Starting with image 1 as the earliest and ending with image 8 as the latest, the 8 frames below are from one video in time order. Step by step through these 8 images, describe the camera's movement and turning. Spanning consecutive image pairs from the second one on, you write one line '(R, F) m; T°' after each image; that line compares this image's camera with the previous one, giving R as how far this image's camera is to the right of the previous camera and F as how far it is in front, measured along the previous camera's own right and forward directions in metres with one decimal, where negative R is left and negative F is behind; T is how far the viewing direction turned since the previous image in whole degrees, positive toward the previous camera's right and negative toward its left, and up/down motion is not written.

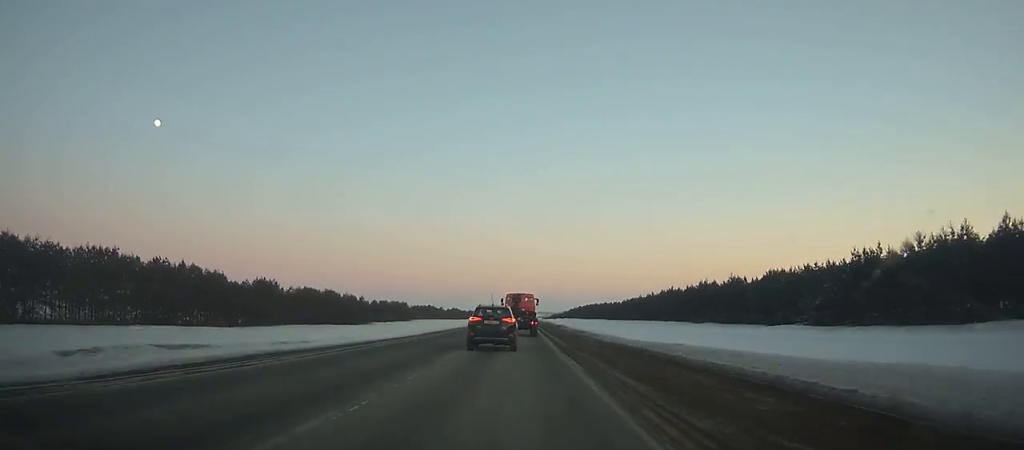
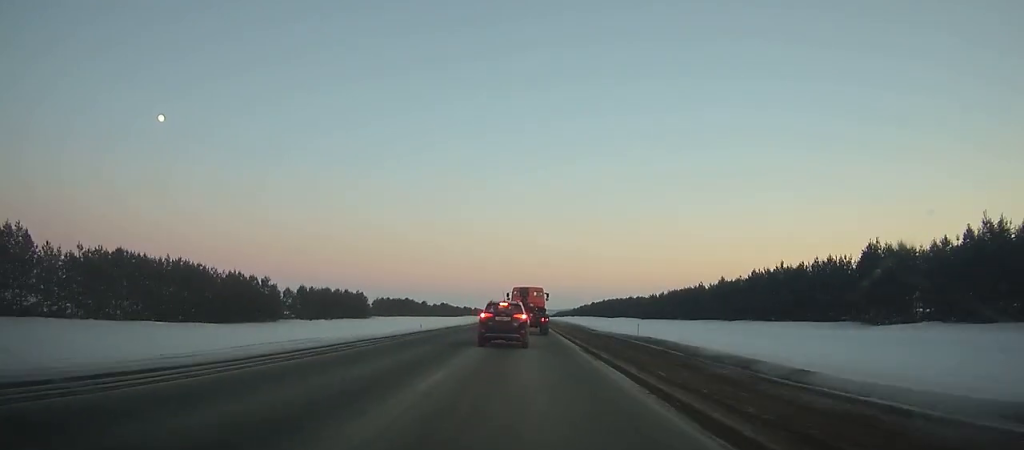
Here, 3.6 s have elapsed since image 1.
(-0.5, +67.6) m; 0°
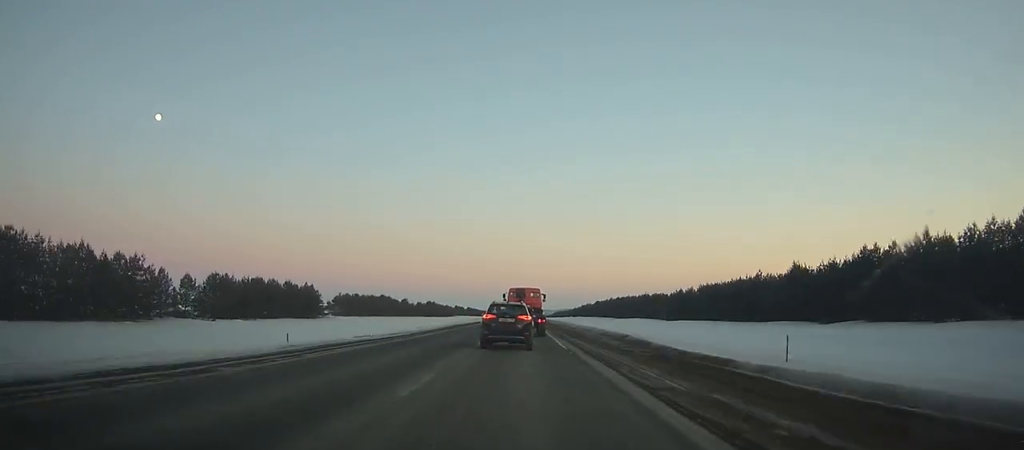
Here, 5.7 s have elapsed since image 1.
(+0.2, +36.8) m; 0°
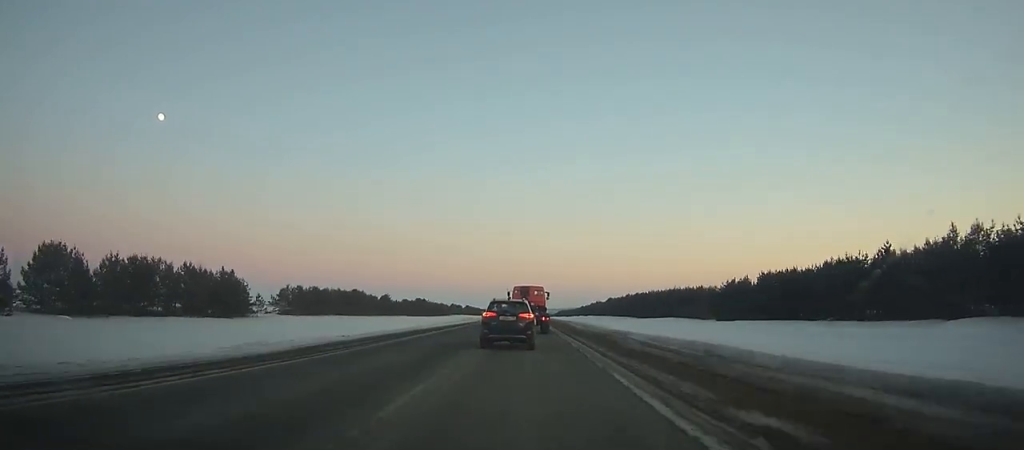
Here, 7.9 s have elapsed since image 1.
(+0.1, +37.6) m; 0°
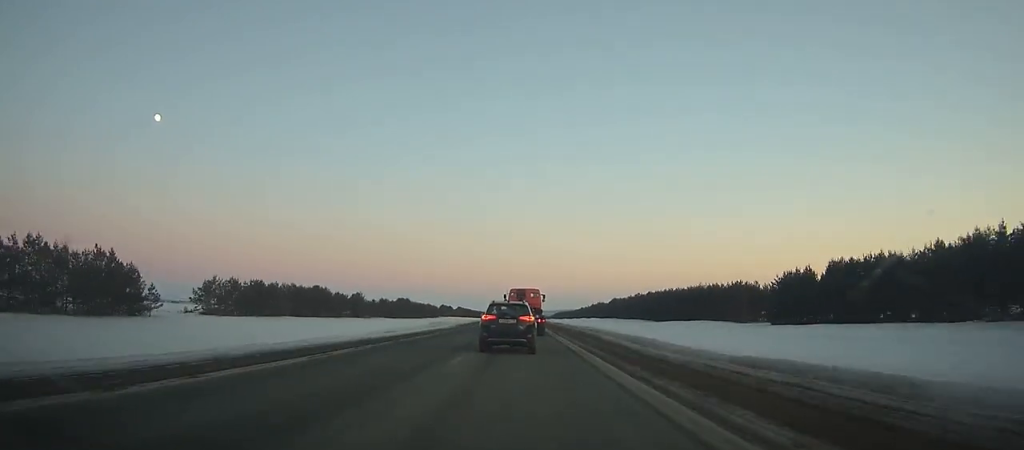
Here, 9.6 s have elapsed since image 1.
(-0.1, +28.5) m; 0°
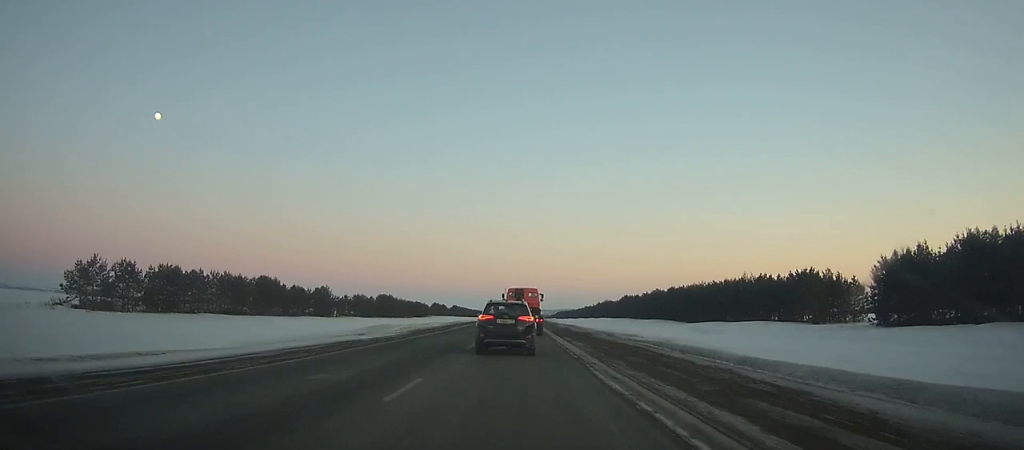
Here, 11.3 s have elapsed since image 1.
(+0.1, +28.1) m; 0°
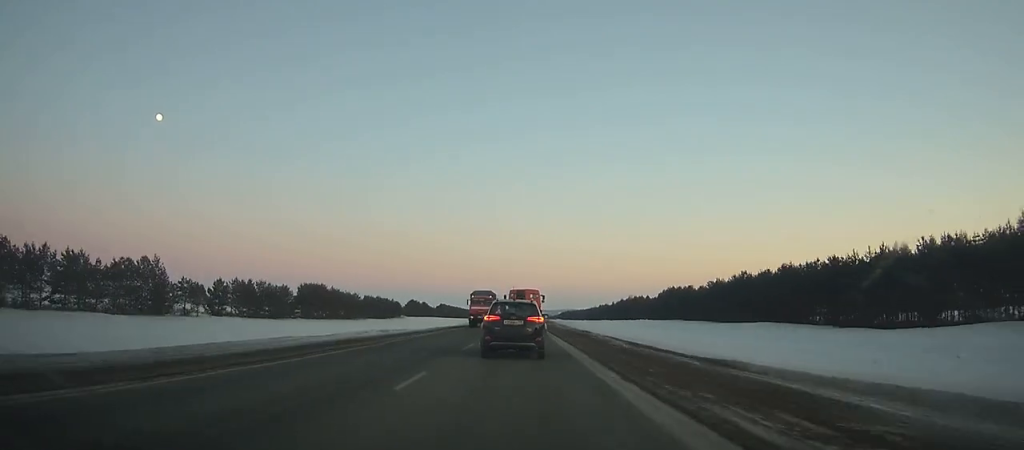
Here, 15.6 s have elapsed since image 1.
(+0.2, +70.6) m; 0°
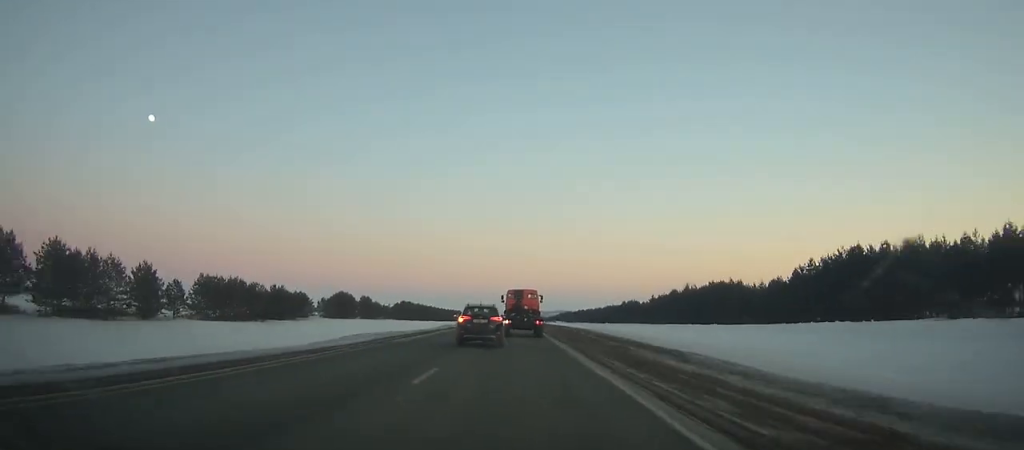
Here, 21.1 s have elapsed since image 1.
(-0.2, +93.3) m; 0°
